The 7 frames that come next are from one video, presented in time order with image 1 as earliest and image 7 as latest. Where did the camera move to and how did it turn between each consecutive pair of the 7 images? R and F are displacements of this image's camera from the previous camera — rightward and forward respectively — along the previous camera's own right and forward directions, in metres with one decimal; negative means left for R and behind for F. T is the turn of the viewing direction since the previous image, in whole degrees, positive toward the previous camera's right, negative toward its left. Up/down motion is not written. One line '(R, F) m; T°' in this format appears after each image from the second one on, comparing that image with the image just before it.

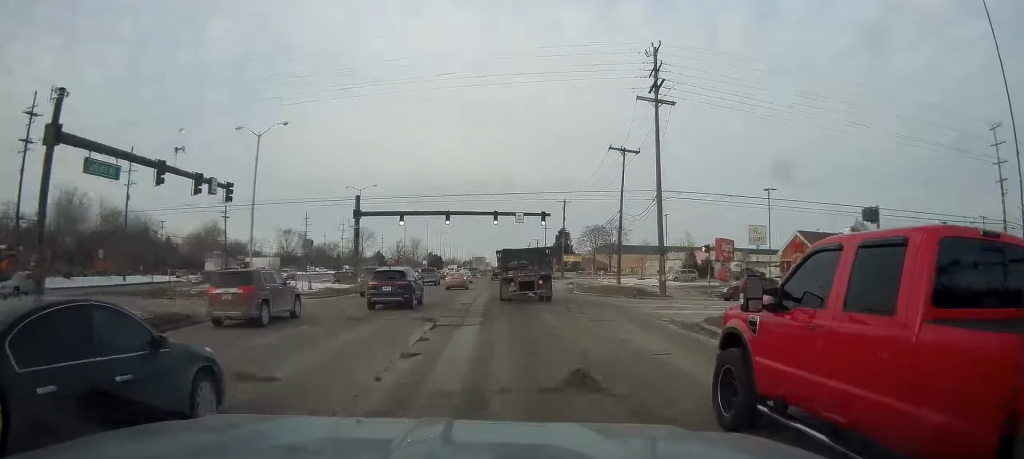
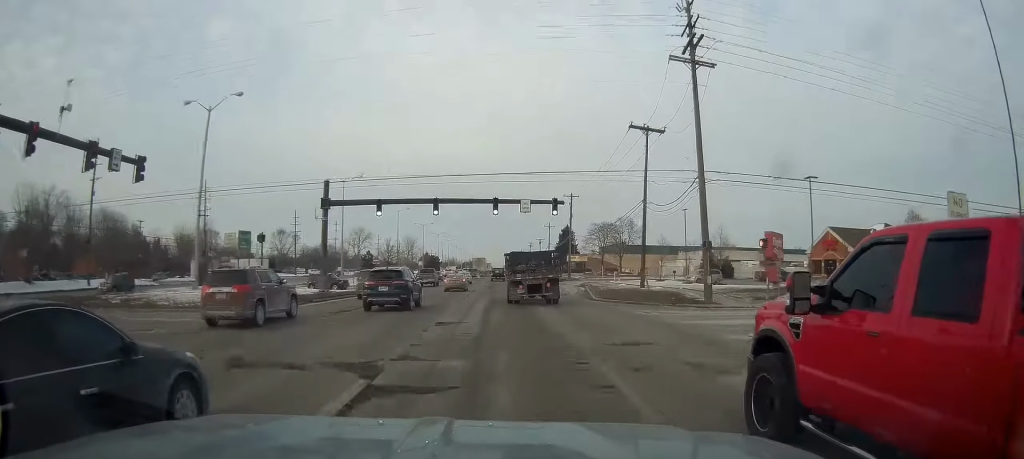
(-0.3, +8.9) m; 0°
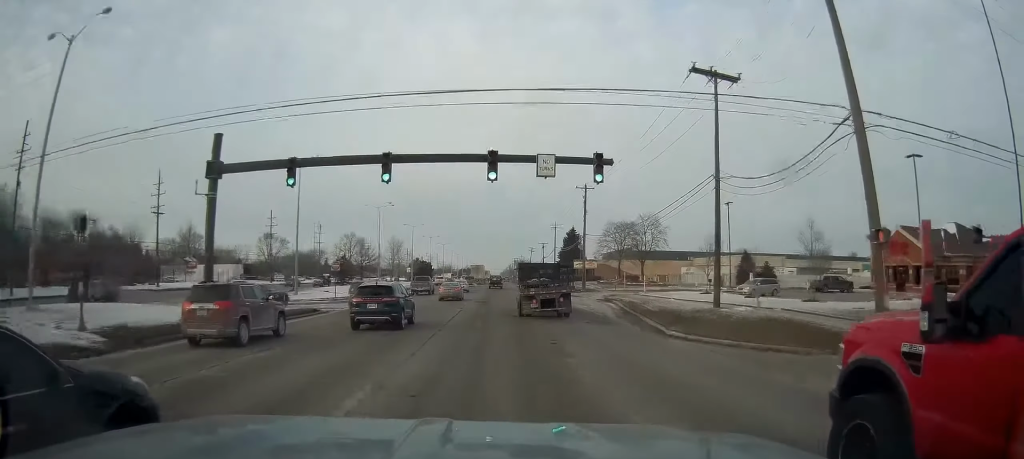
(-0.1, +15.5) m; 0°
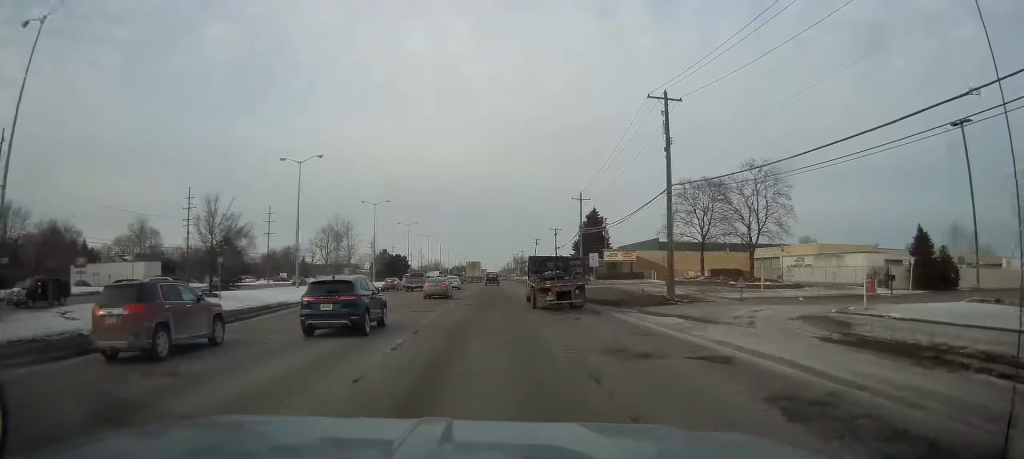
(+0.3, +33.3) m; 0°
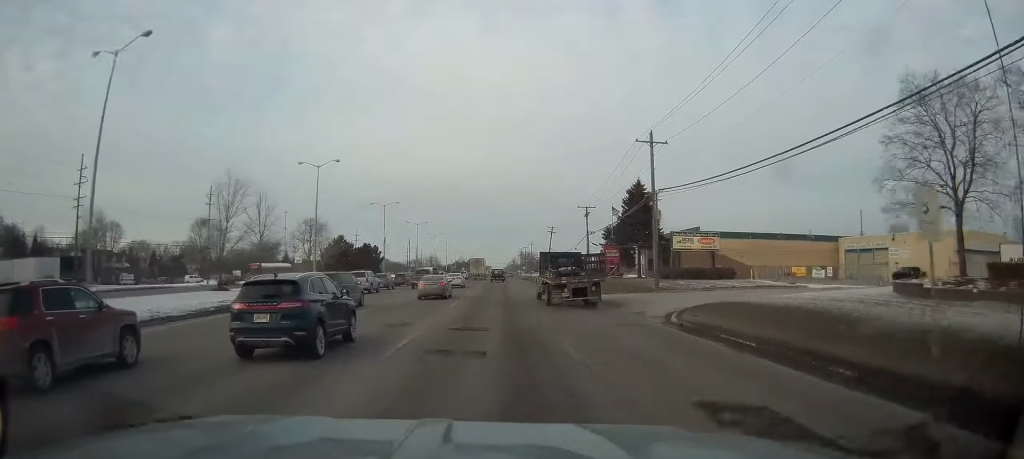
(-0.1, +24.2) m; +1°
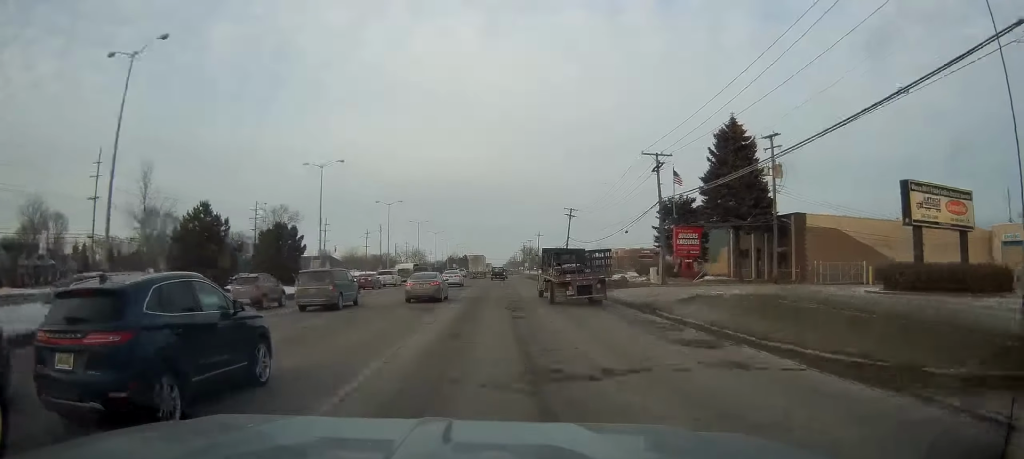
(+0.4, +27.8) m; 0°
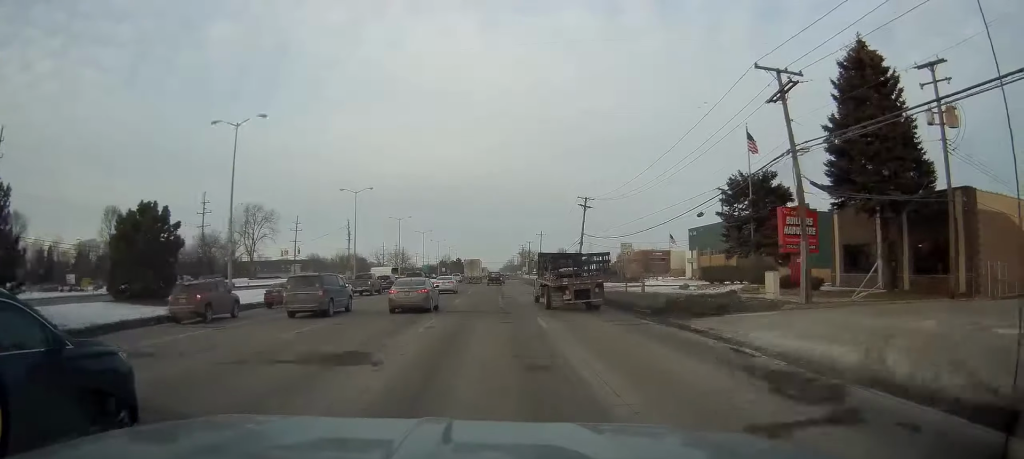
(-0.5, +19.6) m; 0°
